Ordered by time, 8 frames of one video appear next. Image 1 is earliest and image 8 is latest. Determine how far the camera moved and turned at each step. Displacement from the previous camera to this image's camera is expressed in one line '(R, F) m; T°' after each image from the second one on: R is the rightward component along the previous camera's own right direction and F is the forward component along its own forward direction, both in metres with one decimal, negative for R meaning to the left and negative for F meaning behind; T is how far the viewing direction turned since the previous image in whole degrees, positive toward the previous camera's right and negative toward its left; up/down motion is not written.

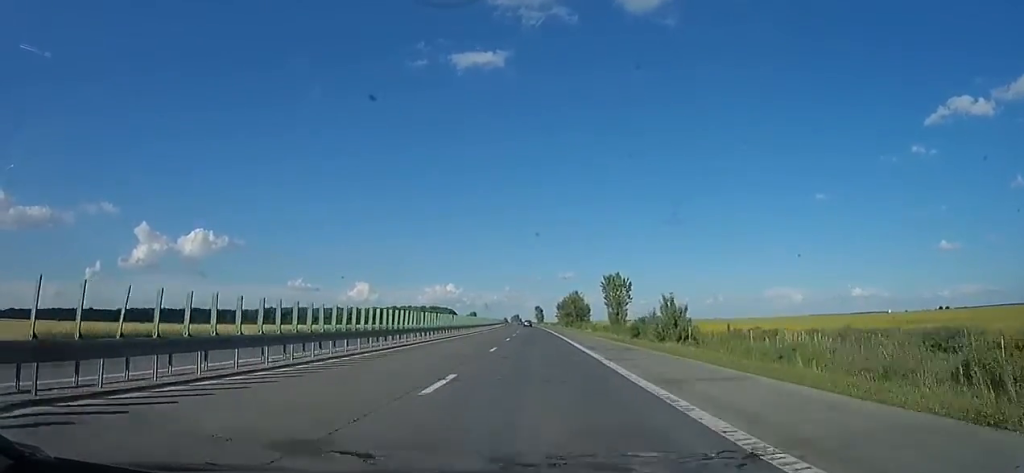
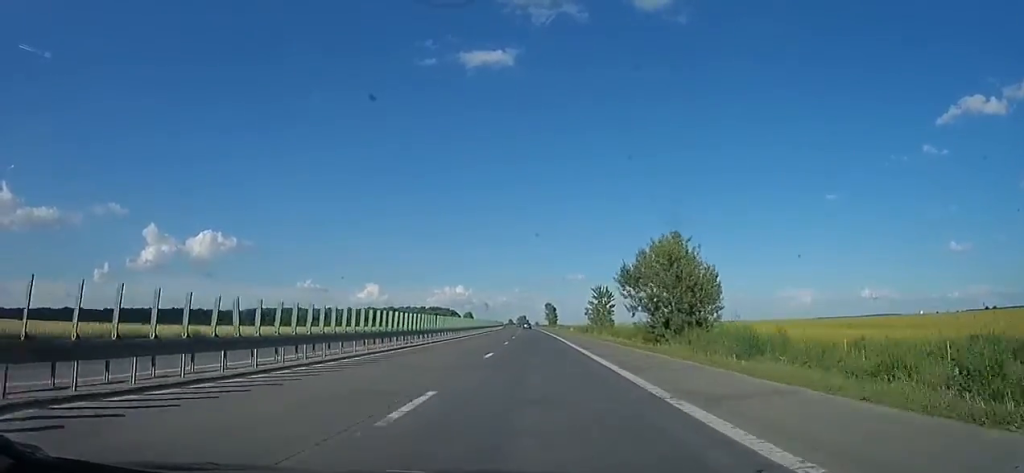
(-0.2, +62.2) m; -3°
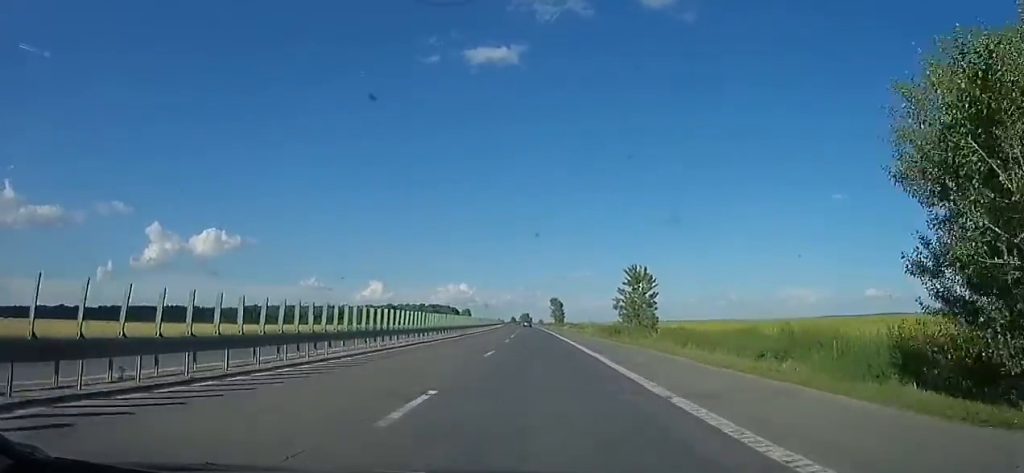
(-0.7, +24.0) m; -1°
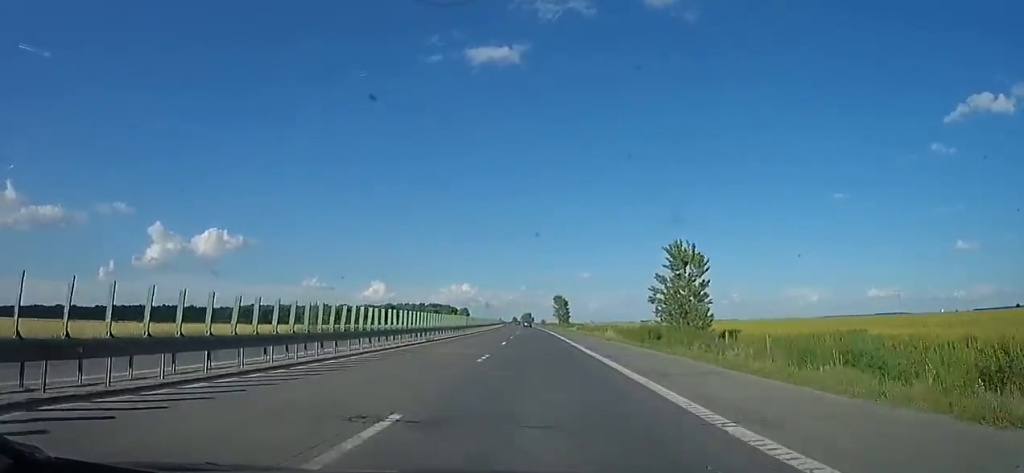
(+0.3, +14.9) m; +1°
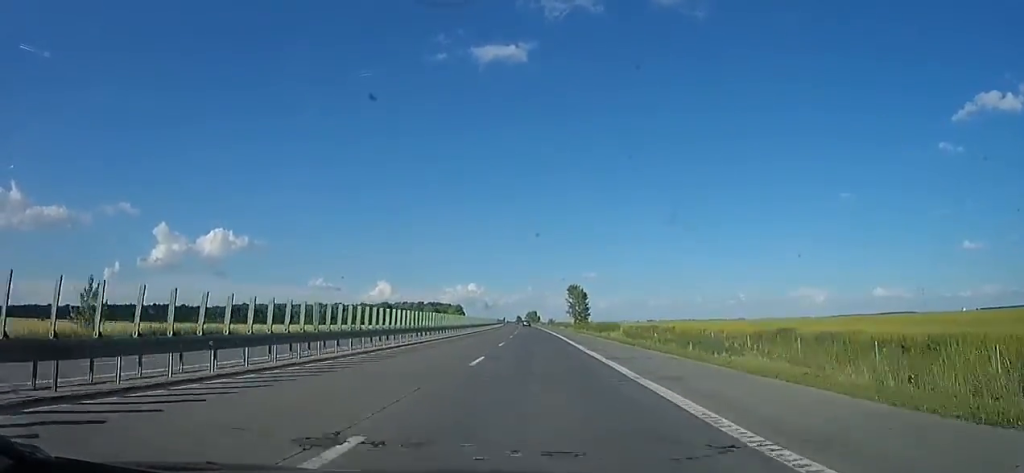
(+0.3, +37.1) m; +1°
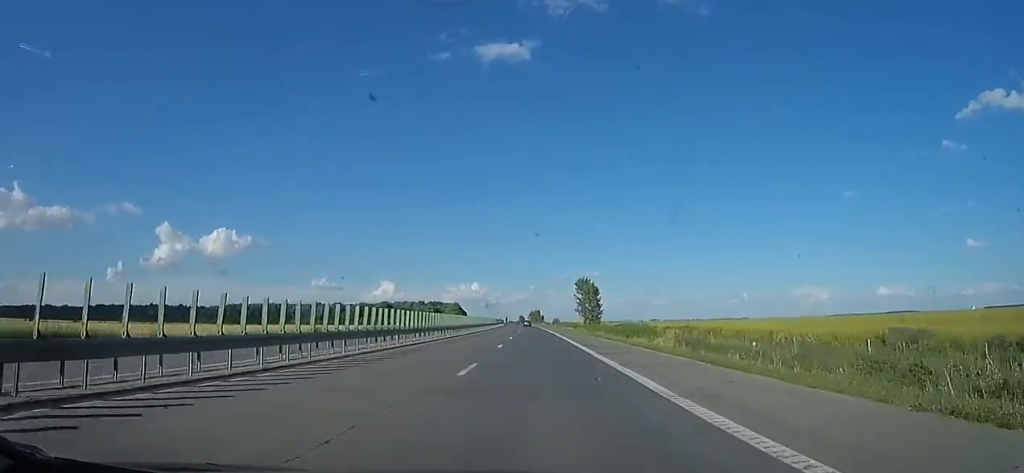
(0.0, +14.3) m; 0°
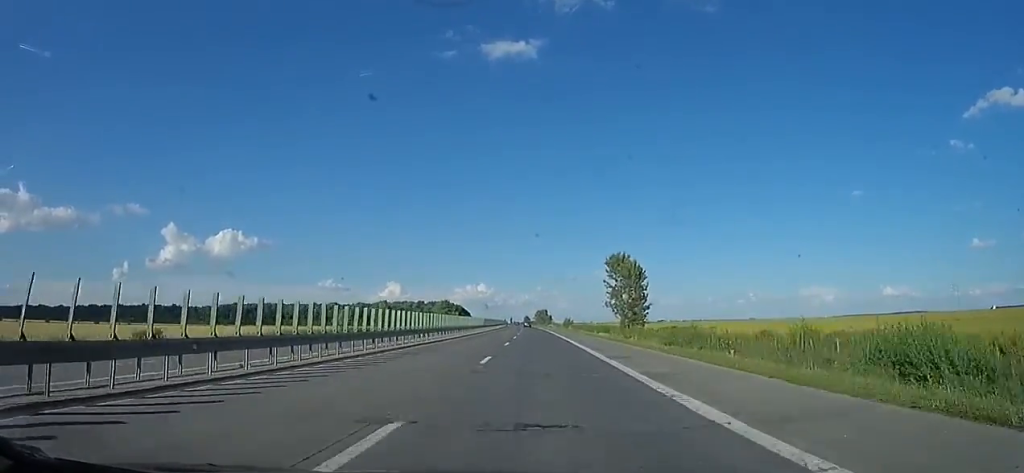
(0.0, +32.2) m; -1°
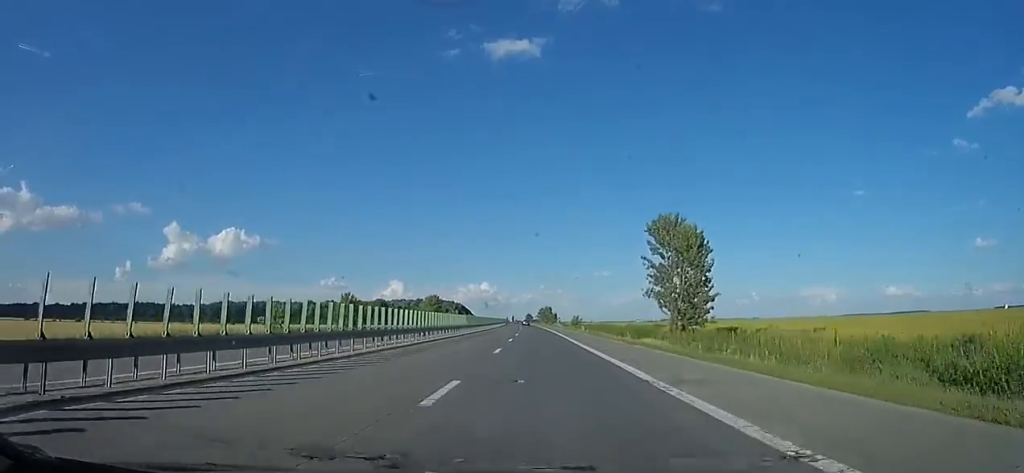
(+0.3, +19.6) m; -2°
